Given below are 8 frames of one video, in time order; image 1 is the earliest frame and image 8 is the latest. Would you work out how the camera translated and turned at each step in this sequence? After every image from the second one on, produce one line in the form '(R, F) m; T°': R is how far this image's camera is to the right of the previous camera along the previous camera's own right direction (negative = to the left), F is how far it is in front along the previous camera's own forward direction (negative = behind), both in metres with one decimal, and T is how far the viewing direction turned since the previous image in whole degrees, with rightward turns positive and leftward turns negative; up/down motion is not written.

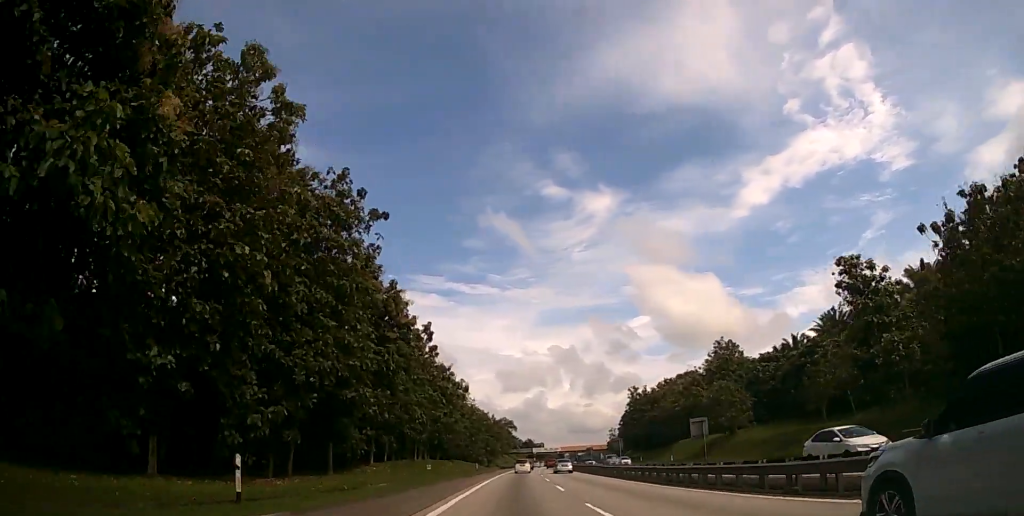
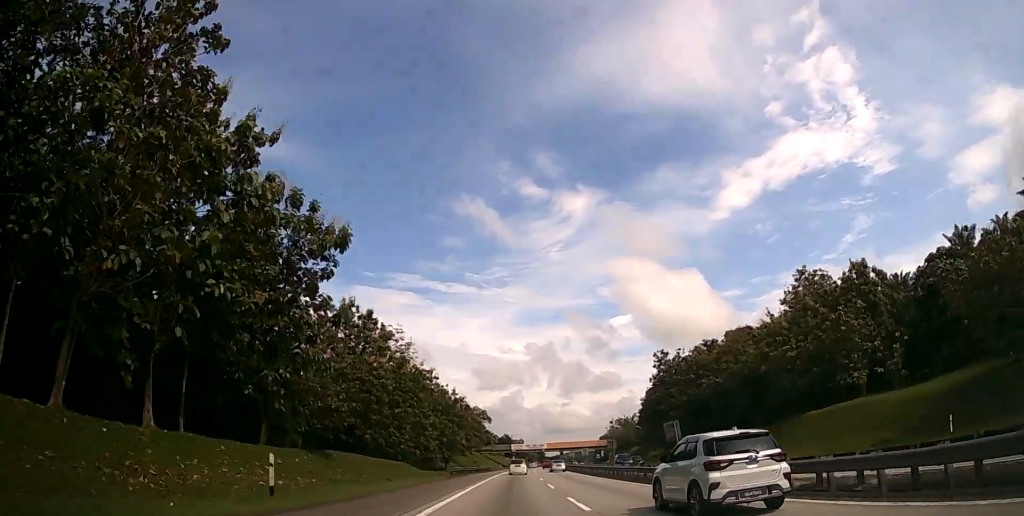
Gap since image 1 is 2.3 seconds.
(+1.5, +58.5) m; +2°
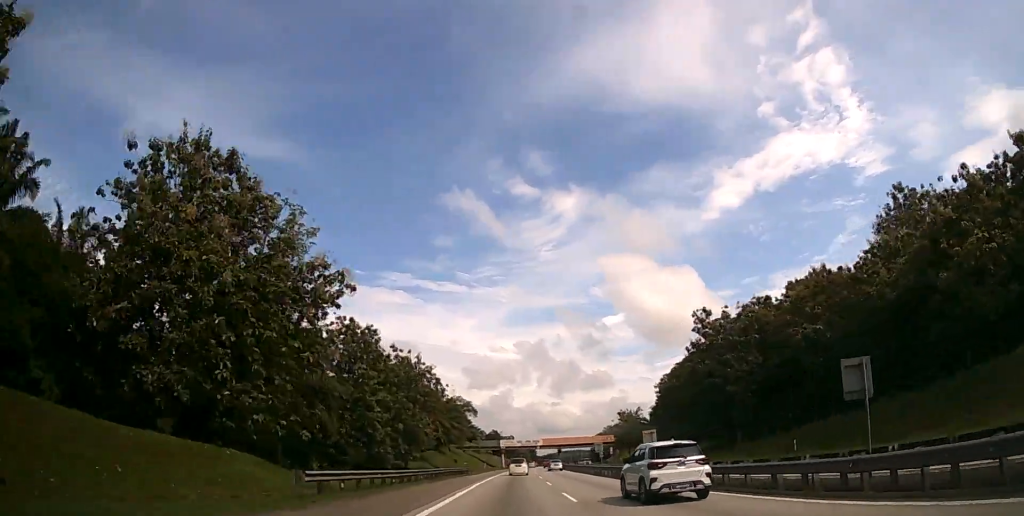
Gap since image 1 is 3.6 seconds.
(+0.3, +33.6) m; +1°
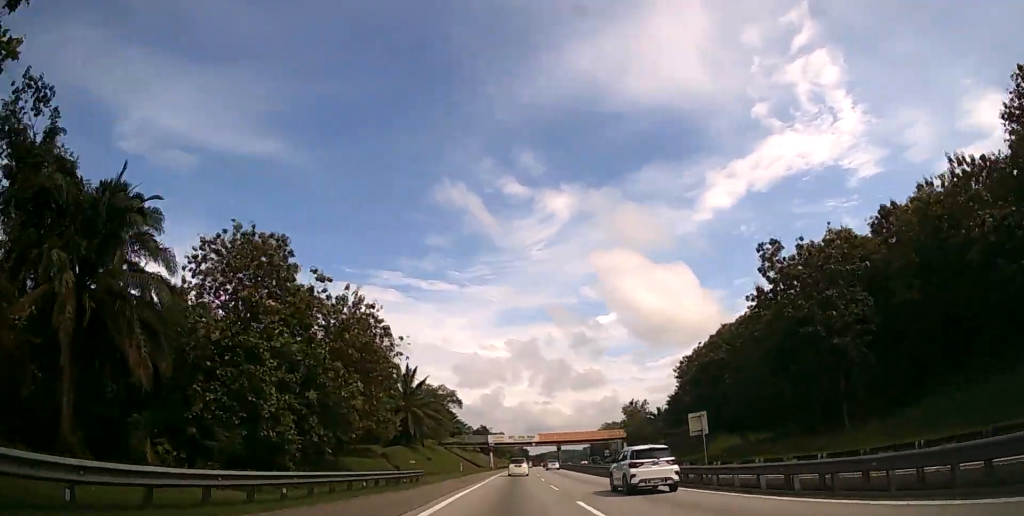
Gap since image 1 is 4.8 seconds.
(+0.2, +29.1) m; +1°
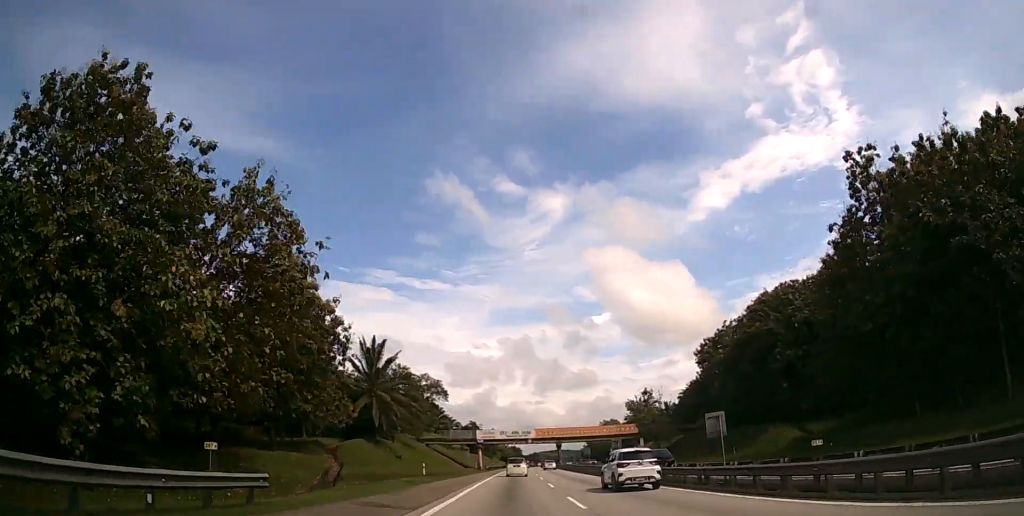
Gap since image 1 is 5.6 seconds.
(+0.1, +21.9) m; +1°
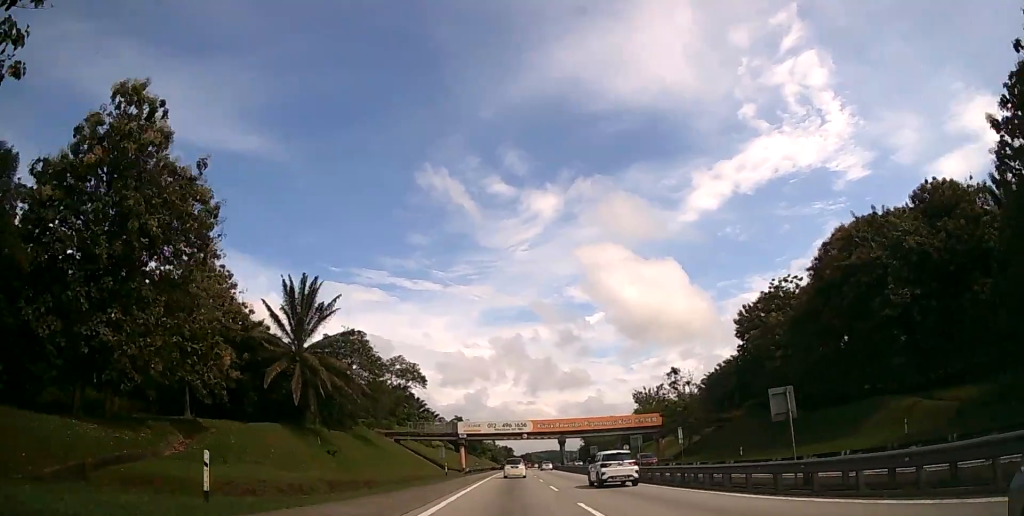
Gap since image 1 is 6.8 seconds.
(+0.2, +27.5) m; +1°
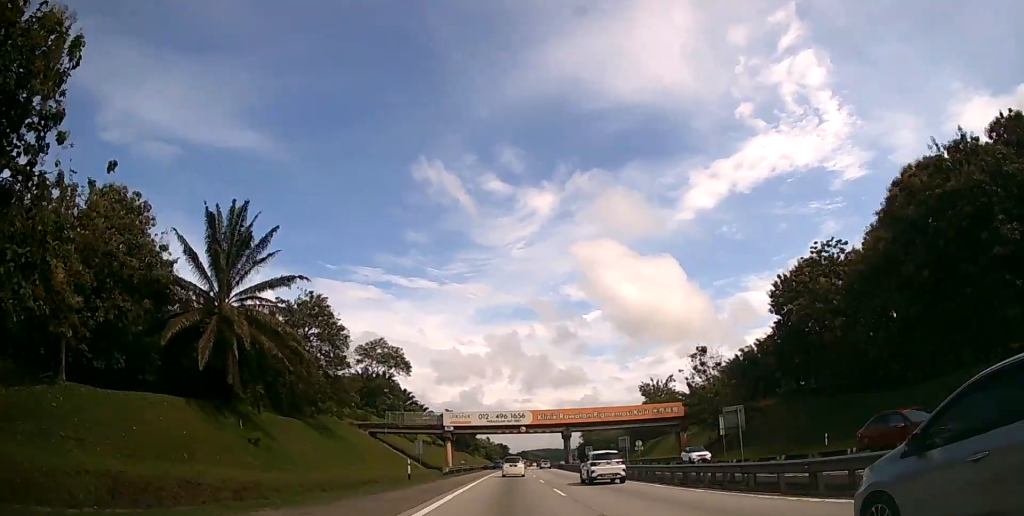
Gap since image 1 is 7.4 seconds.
(+0.1, +16.2) m; 0°
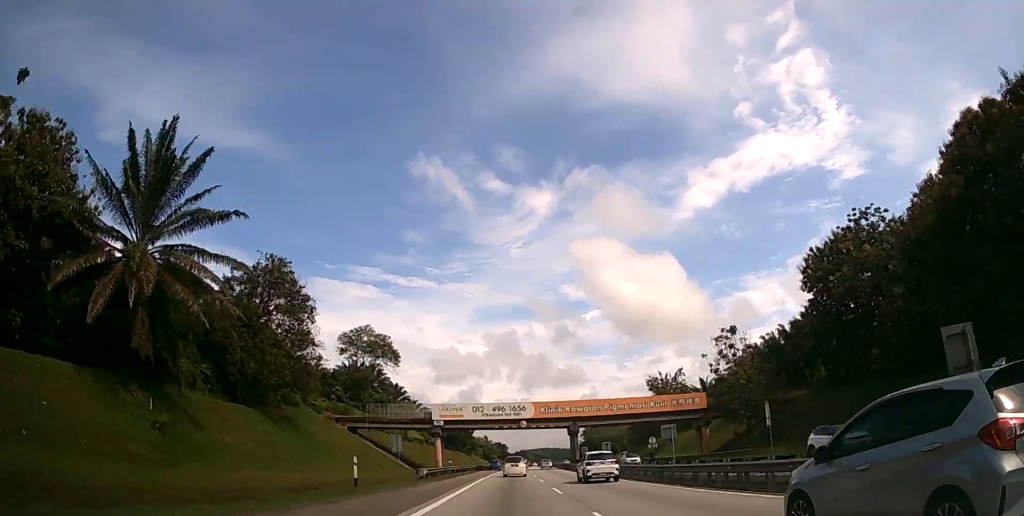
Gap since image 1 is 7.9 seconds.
(0.0, +11.3) m; 0°
